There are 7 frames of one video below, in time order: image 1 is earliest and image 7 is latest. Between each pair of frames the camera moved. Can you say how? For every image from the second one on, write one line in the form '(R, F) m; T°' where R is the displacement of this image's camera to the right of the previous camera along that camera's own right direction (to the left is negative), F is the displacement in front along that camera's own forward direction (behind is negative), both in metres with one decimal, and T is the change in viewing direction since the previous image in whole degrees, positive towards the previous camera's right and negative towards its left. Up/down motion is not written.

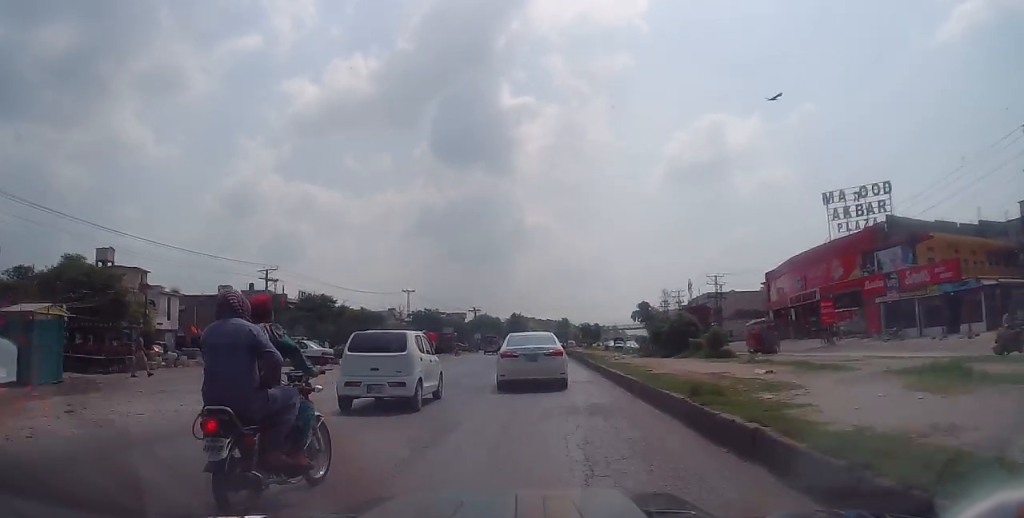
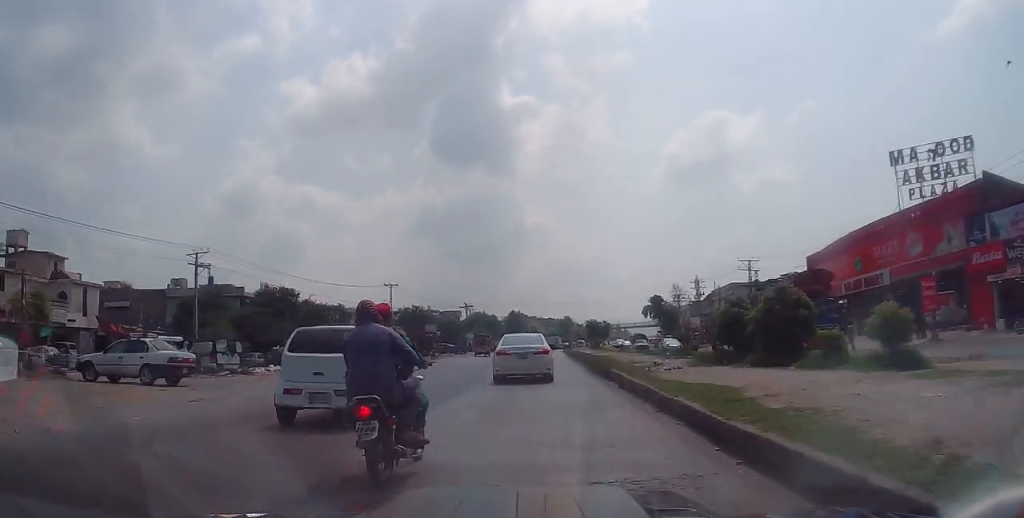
(+0.1, +13.5) m; 0°
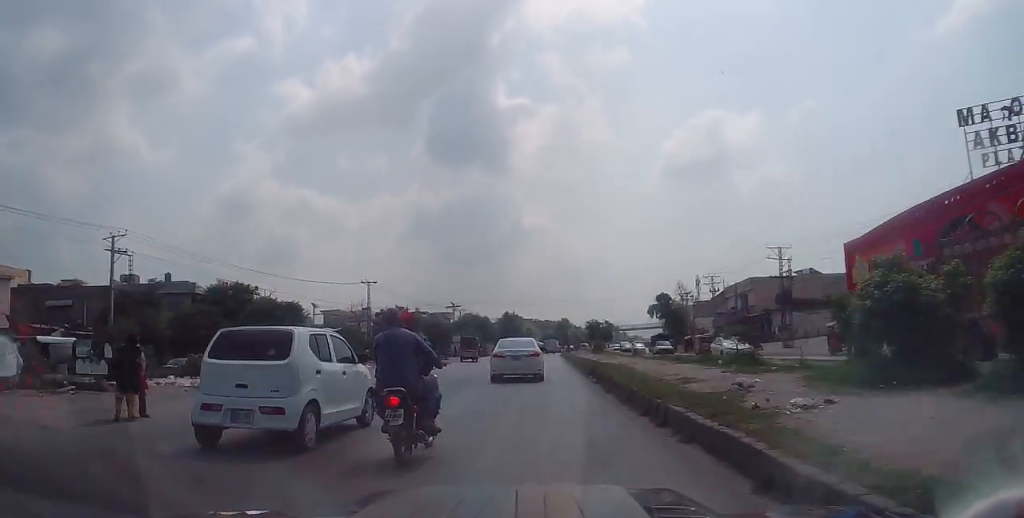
(-0.1, +10.4) m; -1°
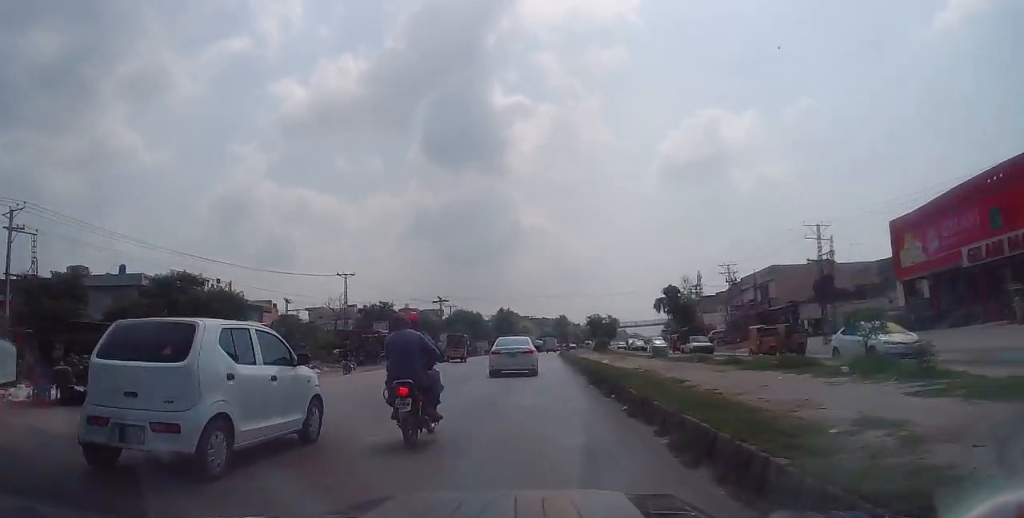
(-0.1, +9.4) m; 0°
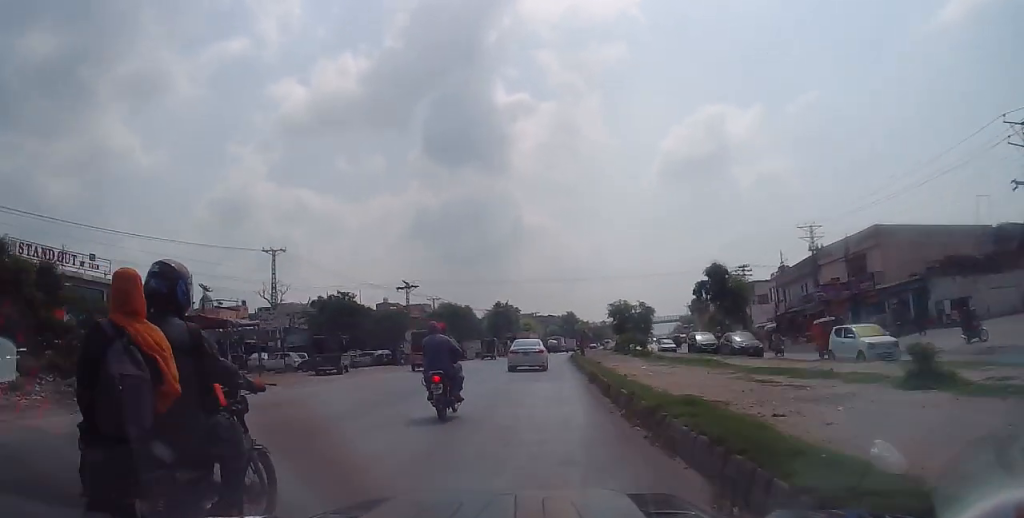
(0.0, +23.4) m; 0°
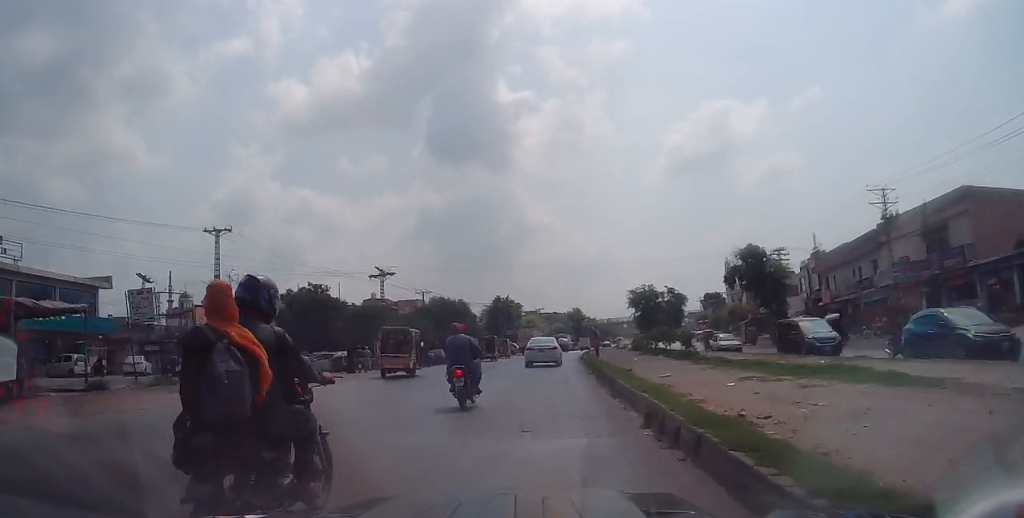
(-0.1, +11.6) m; 0°
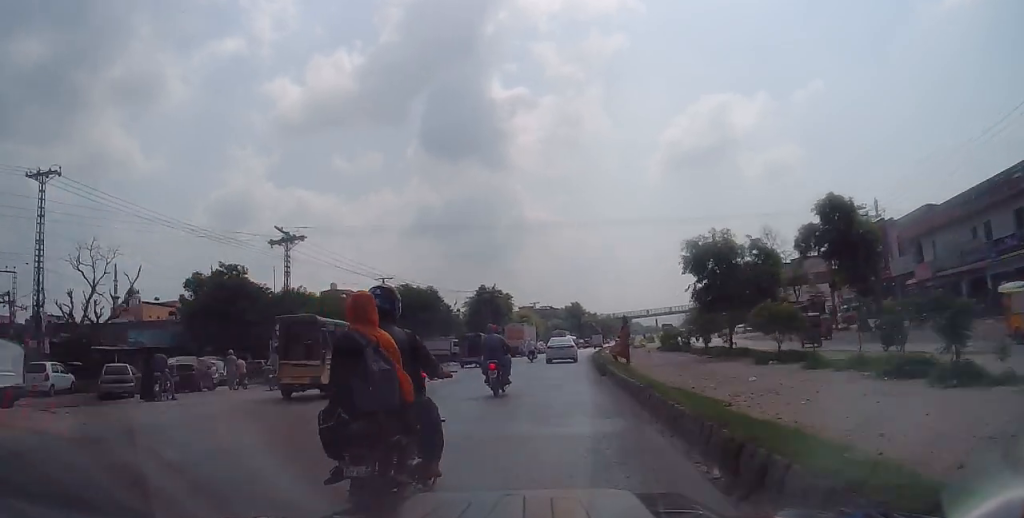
(0.0, +19.4) m; 0°
